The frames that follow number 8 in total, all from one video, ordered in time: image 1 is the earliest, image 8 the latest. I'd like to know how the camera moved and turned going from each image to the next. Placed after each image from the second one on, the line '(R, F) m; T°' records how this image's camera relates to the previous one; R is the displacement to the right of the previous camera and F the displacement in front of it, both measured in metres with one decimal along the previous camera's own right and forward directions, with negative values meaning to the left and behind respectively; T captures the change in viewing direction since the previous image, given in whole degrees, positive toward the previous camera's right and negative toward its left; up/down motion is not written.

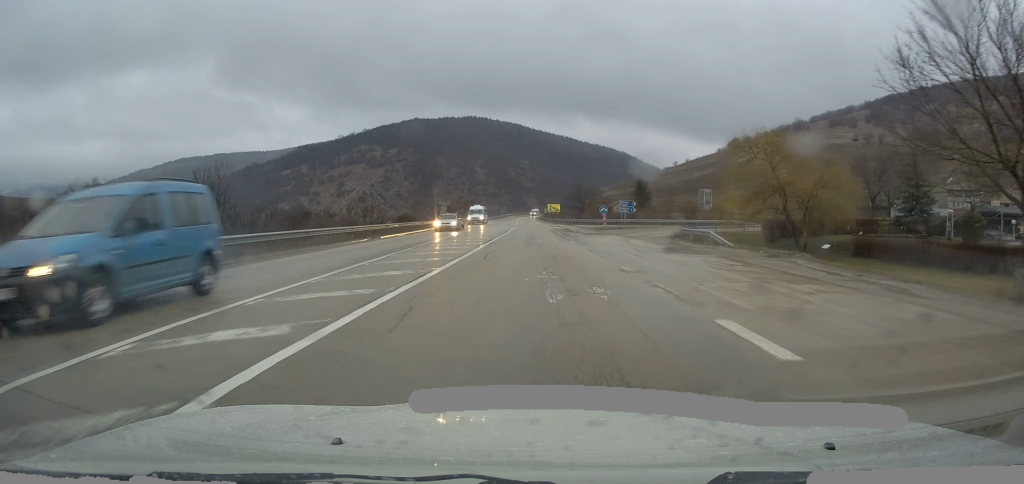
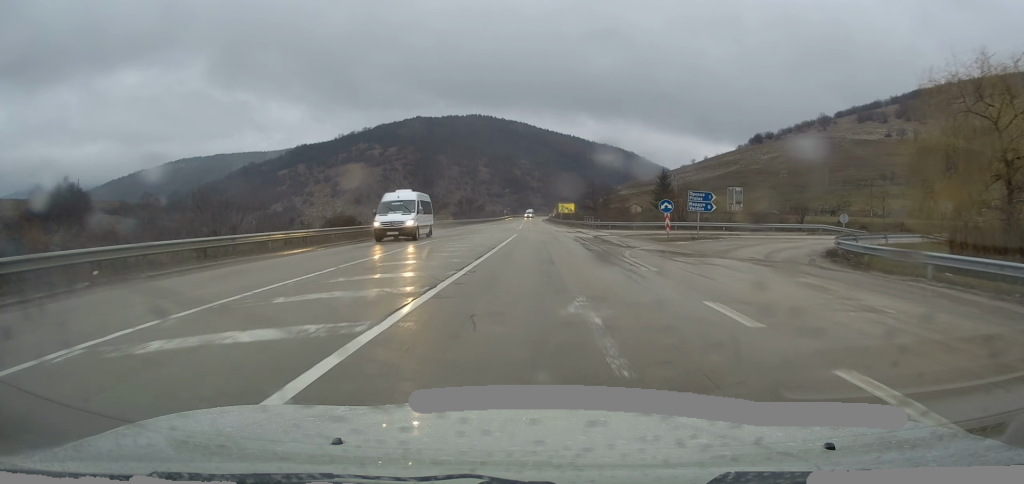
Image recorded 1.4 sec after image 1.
(-0.1, +22.6) m; -1°
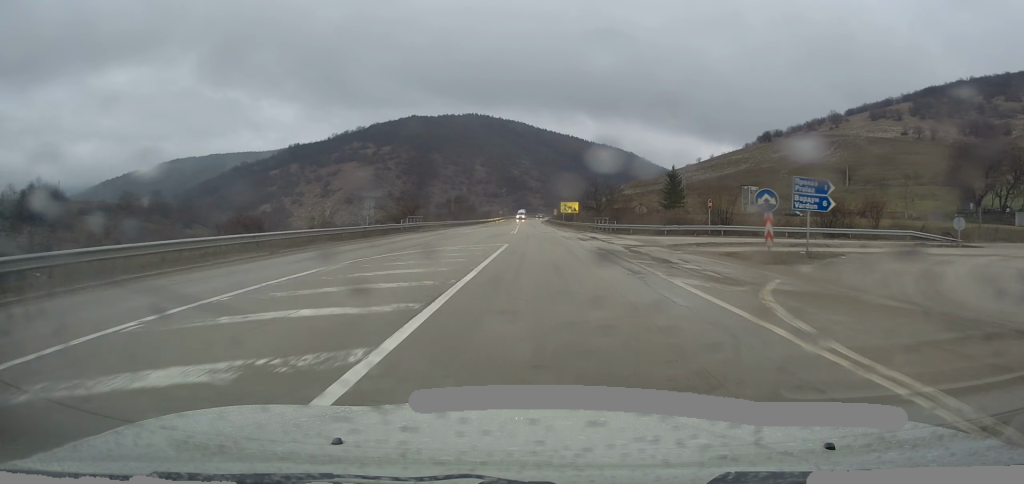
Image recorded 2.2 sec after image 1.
(-0.1, +13.8) m; 0°
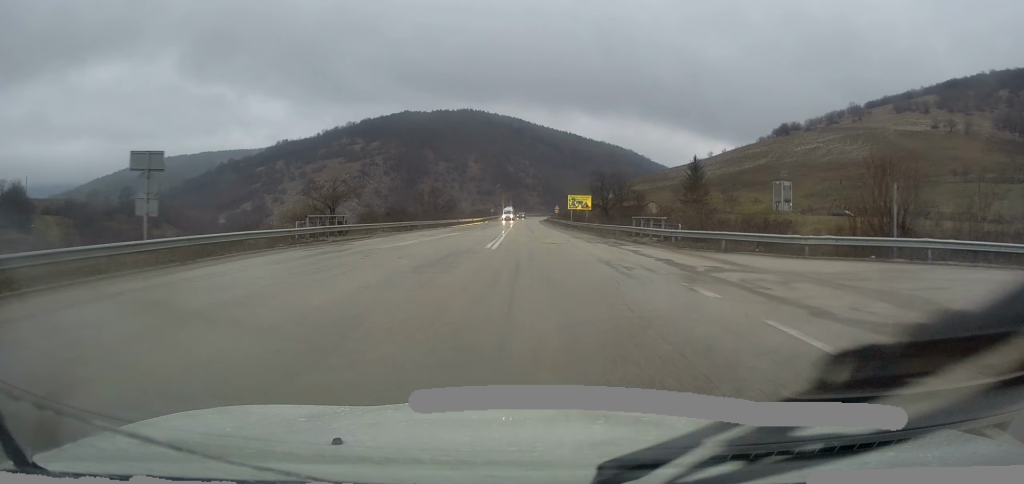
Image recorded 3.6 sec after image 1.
(+0.2, +22.6) m; +1°
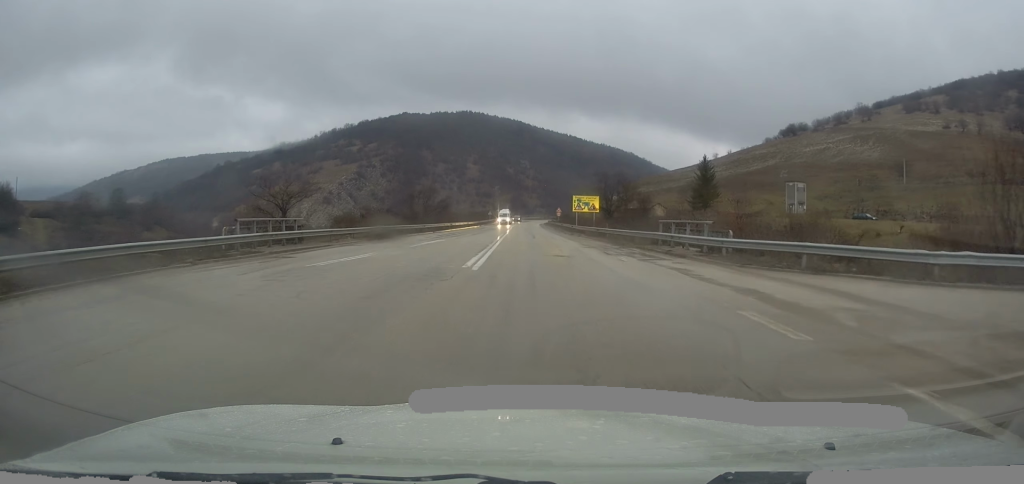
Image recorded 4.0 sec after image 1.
(+0.1, +7.2) m; 0°
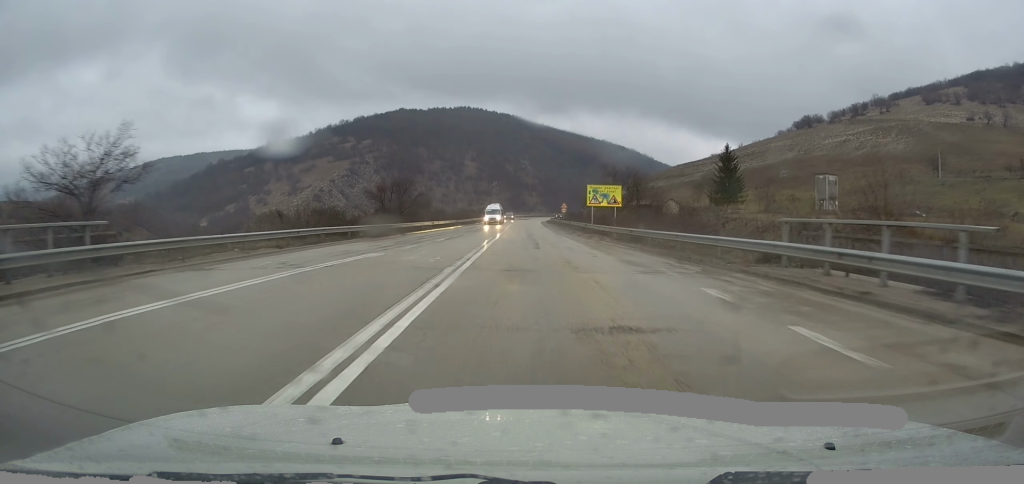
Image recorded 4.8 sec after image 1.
(0.0, +13.8) m; 0°
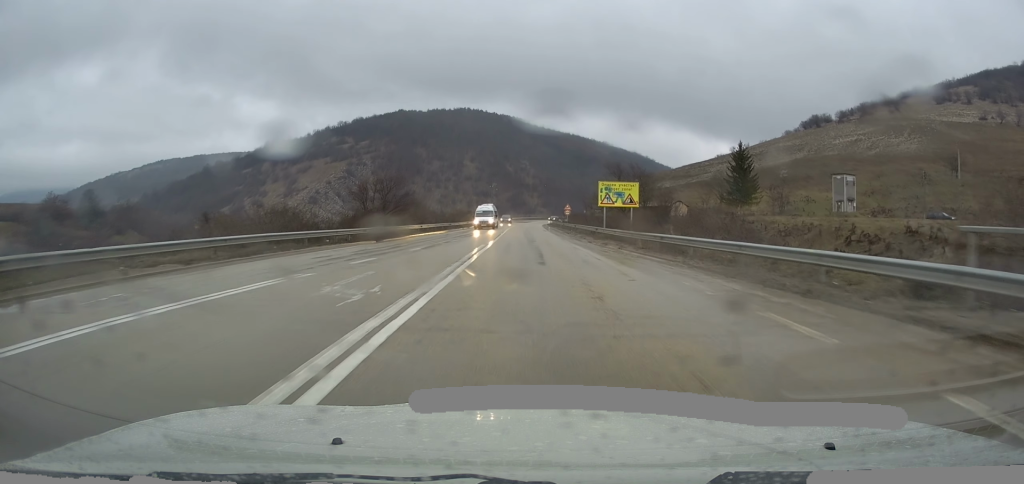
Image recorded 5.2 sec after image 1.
(0.0, +6.6) m; 0°
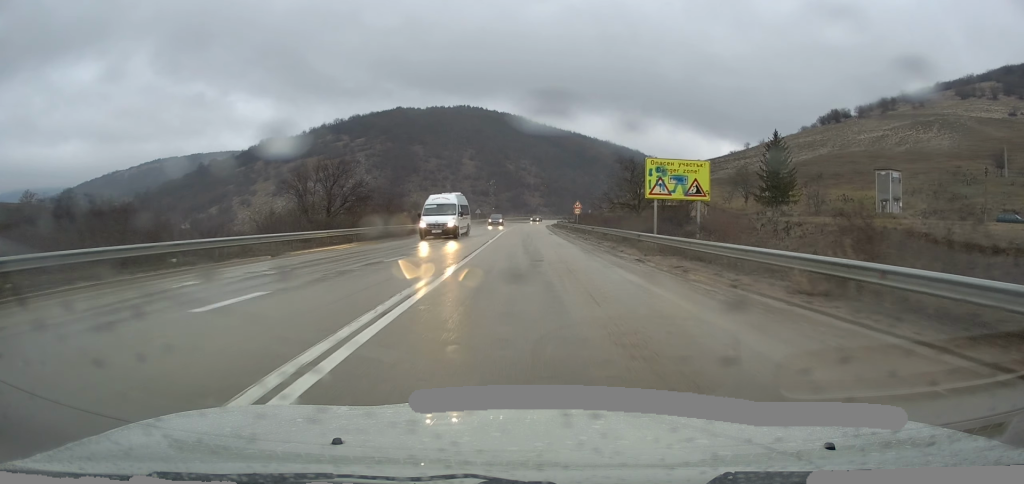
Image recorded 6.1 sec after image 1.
(0.0, +14.3) m; 0°
